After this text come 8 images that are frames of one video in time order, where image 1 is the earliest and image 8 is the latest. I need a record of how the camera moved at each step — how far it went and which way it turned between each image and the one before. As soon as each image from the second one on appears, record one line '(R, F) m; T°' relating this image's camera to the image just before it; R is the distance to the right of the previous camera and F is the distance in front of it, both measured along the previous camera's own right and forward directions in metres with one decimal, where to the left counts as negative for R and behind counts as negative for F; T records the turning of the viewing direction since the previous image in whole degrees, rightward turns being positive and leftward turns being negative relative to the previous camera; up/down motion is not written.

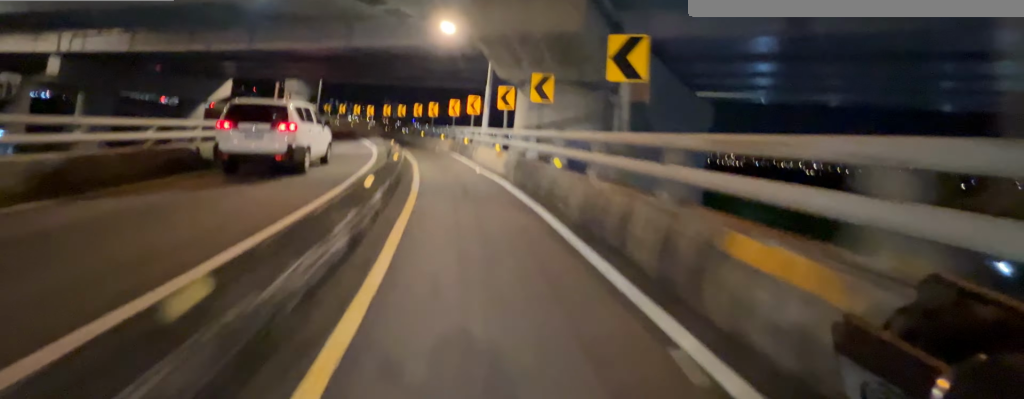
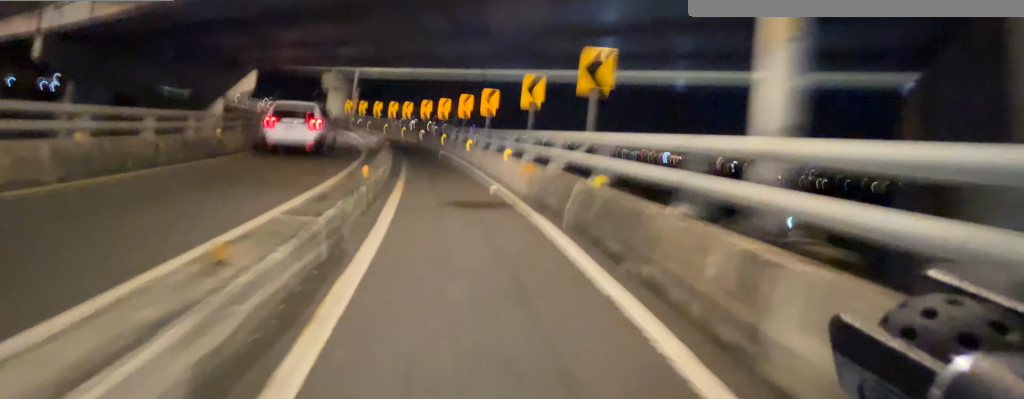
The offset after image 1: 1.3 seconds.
(-0.6, +14.5) m; -7°
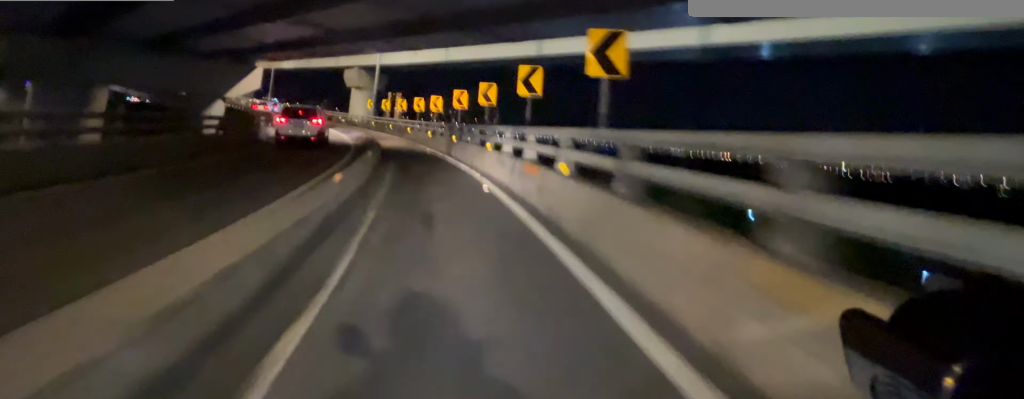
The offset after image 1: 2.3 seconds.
(-0.9, +10.8) m; -10°
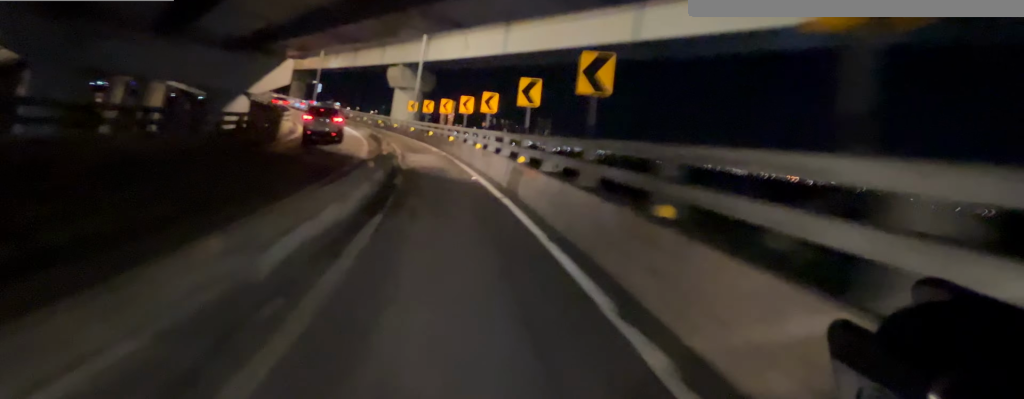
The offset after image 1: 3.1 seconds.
(-0.5, +8.2) m; -7°
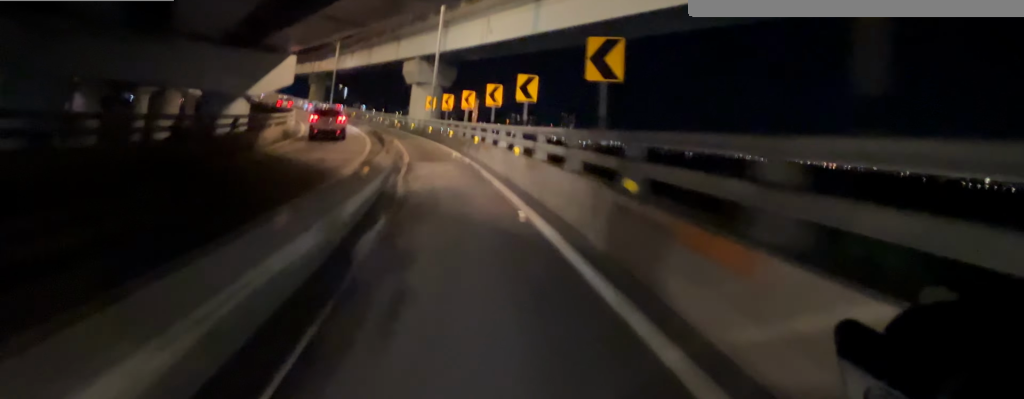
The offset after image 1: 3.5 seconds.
(-0.4, +5.0) m; -2°
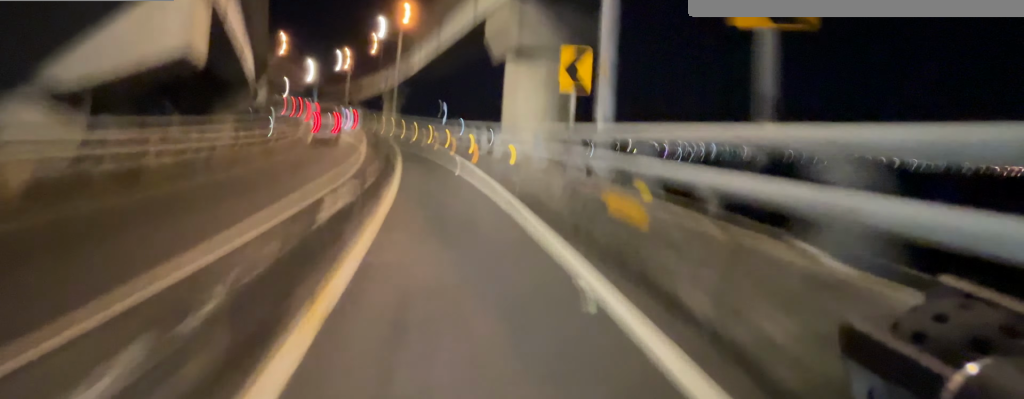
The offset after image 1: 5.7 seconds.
(-2.9, +23.3) m; -15°
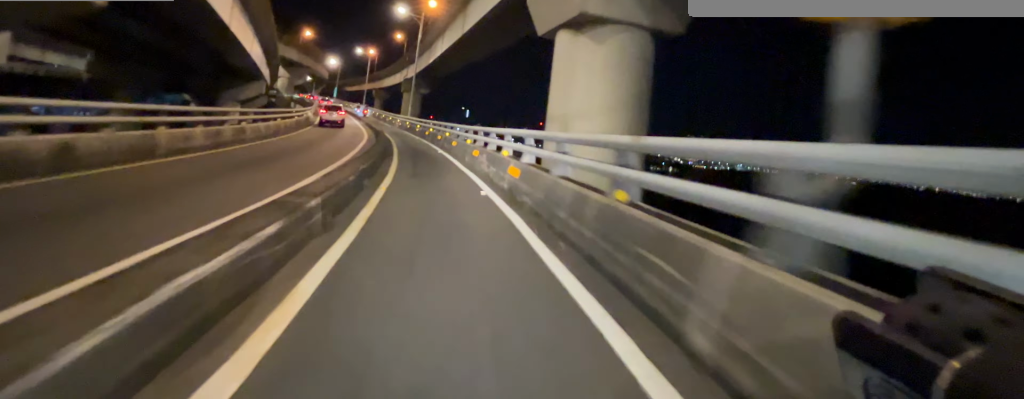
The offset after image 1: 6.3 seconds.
(-0.3, +5.7) m; -4°
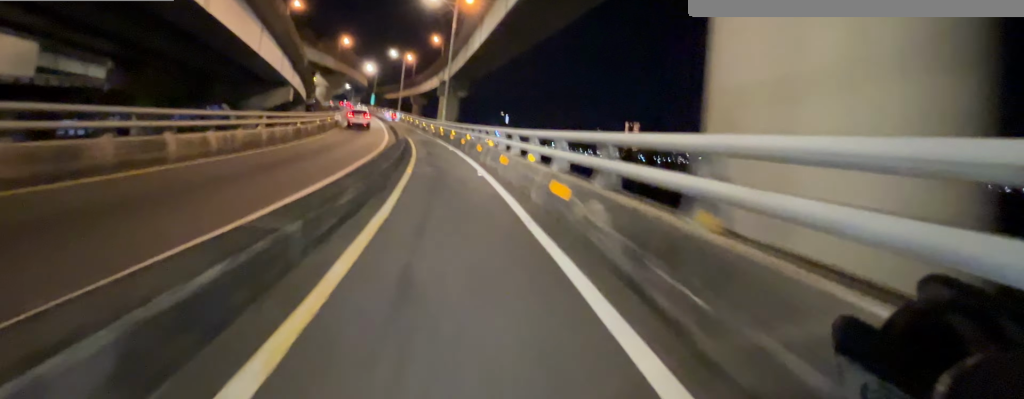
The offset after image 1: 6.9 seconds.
(+0.1, +7.2) m; -4°
